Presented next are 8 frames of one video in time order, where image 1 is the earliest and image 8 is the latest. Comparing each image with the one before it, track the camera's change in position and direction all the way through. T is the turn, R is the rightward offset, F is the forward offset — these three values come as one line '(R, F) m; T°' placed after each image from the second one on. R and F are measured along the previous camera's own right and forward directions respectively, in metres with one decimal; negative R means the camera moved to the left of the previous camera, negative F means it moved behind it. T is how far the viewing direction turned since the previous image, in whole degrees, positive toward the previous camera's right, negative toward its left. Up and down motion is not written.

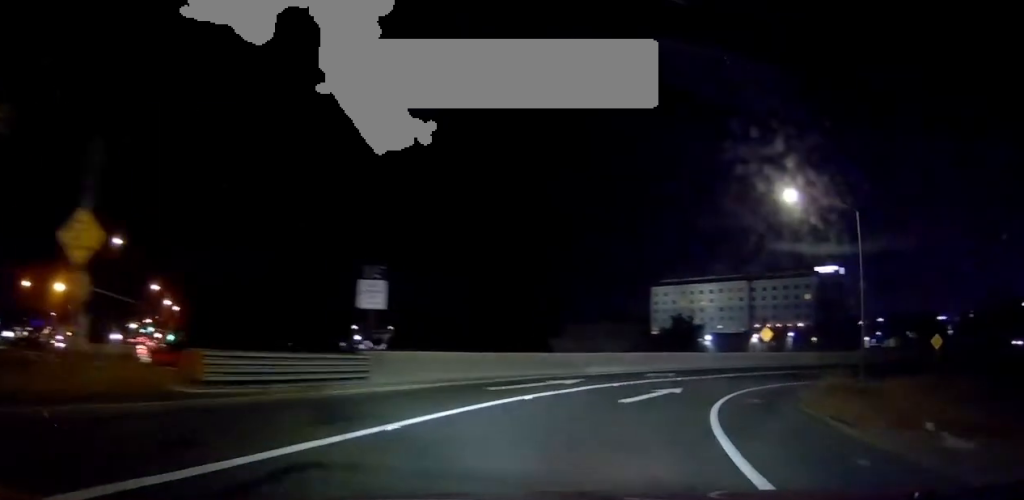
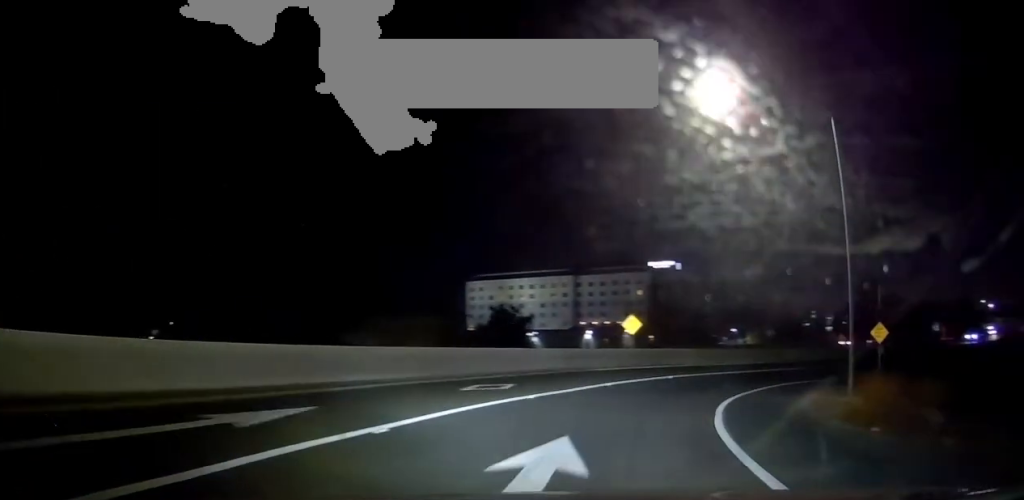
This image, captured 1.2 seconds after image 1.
(+1.3, +13.6) m; +13°
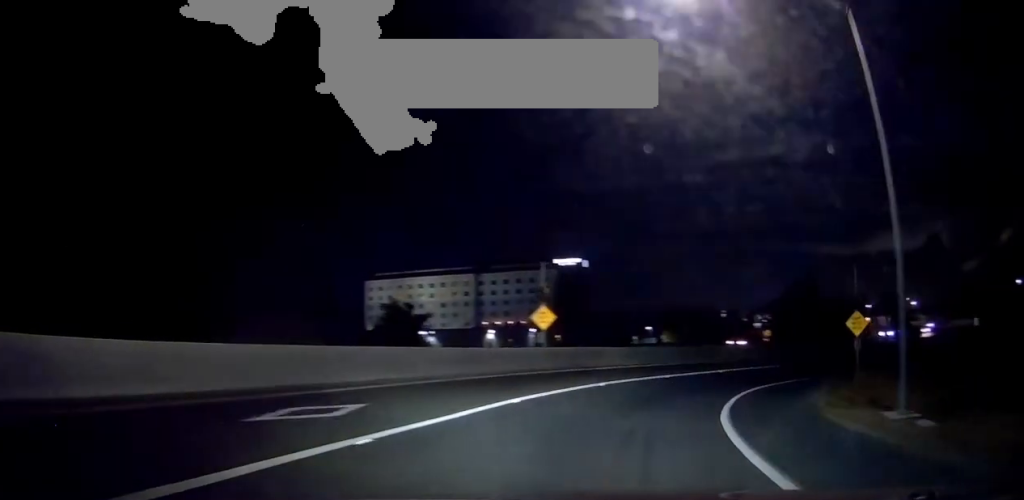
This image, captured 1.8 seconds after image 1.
(+0.5, +6.8) m; +9°
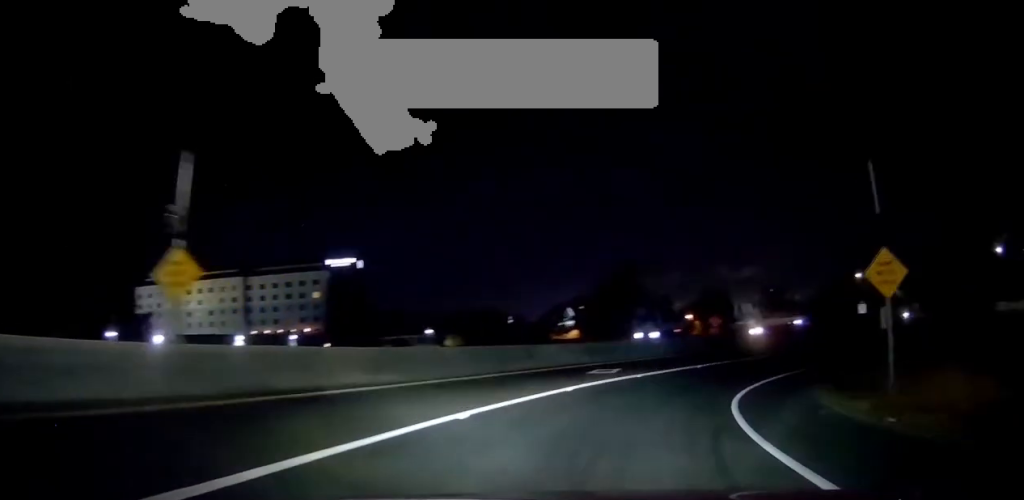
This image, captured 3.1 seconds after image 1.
(+3.2, +15.1) m; +22°
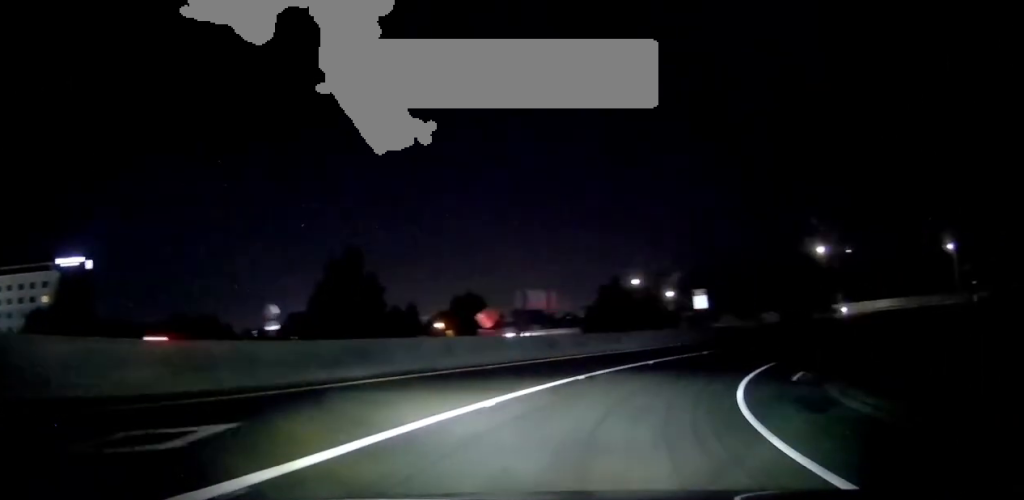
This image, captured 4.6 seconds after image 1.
(+3.3, +17.3) m; +23°
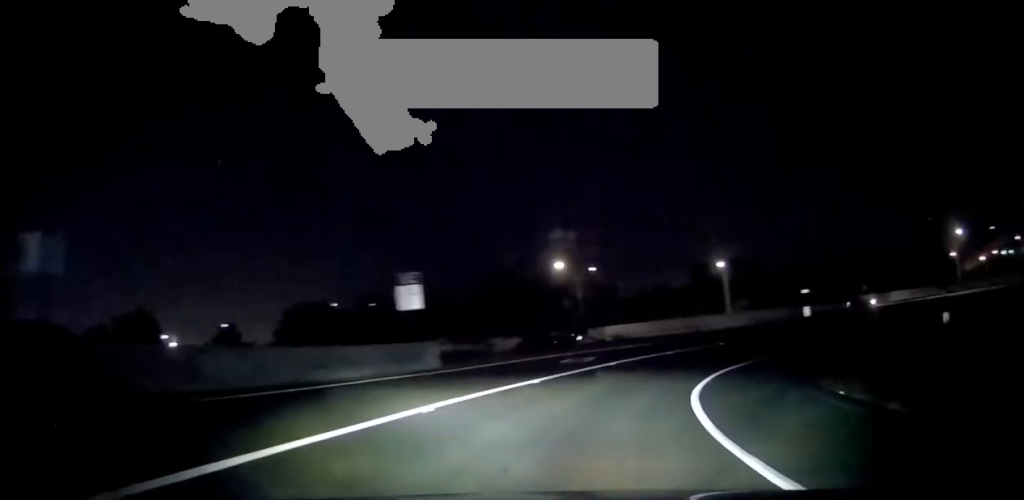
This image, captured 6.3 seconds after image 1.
(+5.3, +20.5) m; +26°
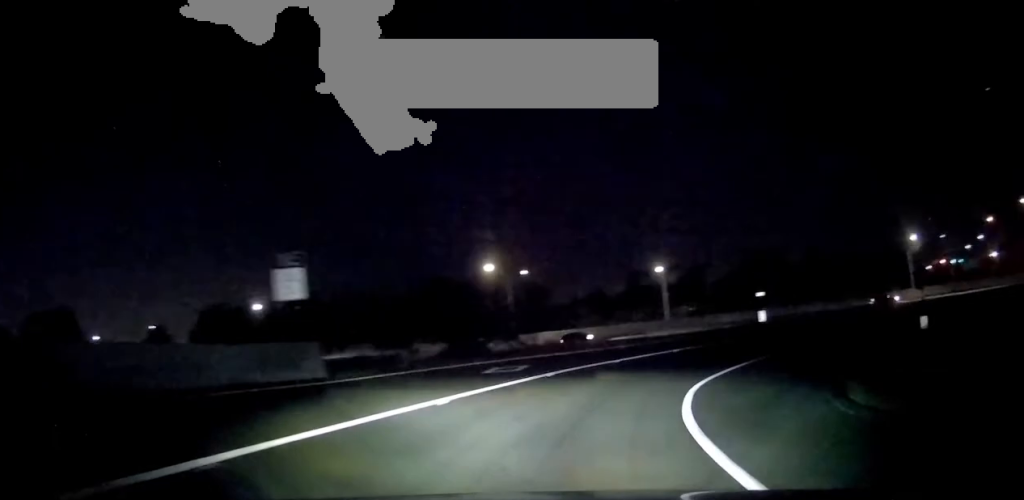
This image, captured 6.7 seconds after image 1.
(+0.3, +5.3) m; +5°
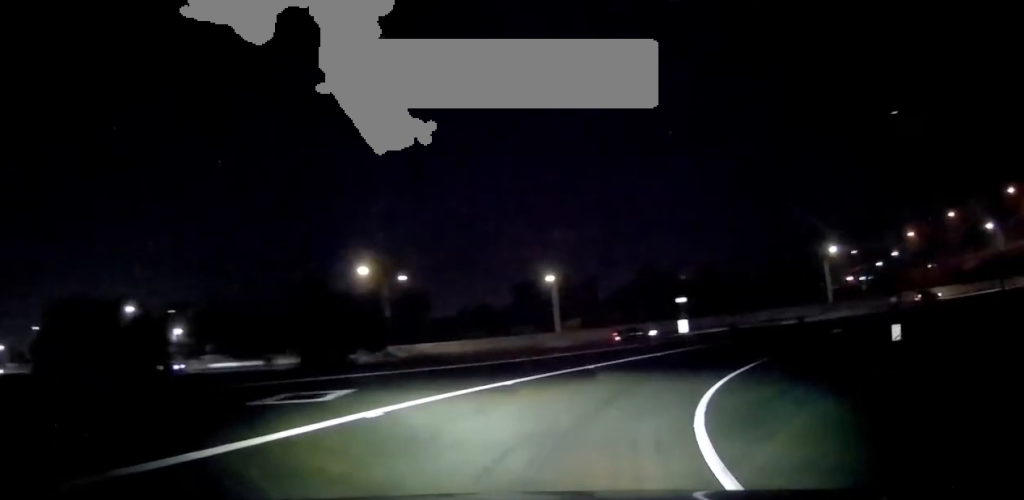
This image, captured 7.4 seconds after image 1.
(+0.1, +9.4) m; +9°
